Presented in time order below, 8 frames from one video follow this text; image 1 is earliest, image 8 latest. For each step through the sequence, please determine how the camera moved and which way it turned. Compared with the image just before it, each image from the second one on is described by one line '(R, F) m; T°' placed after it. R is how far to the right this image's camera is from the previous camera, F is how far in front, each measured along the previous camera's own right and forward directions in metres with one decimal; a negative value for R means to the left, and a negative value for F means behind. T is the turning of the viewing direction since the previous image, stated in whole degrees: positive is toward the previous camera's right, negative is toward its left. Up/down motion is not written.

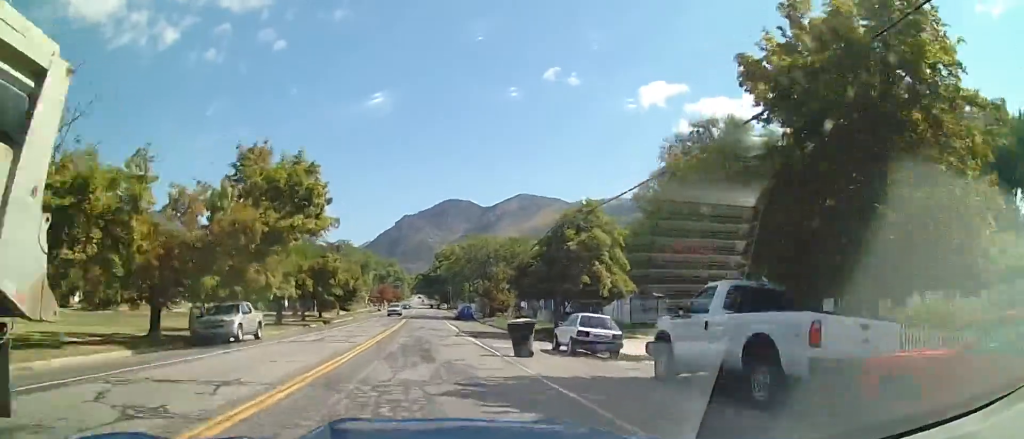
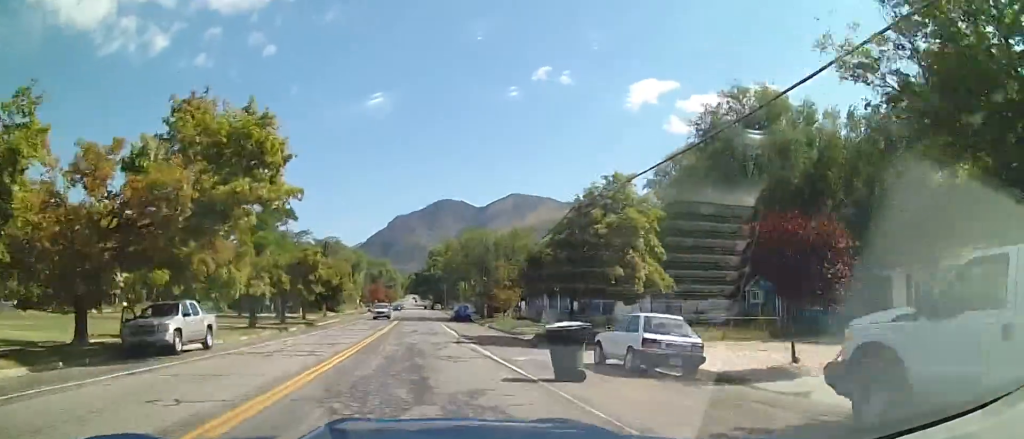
(0.0, +7.3) m; 0°
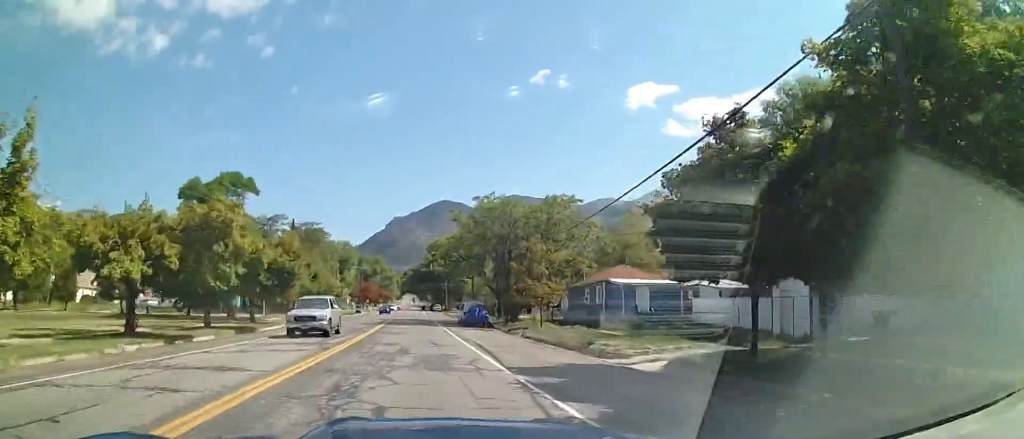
(0.0, +23.7) m; 0°
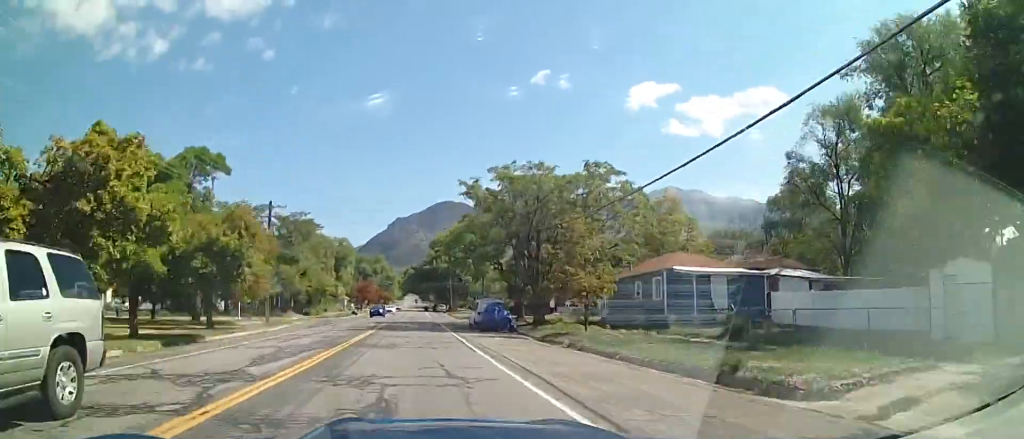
(0.0, +12.7) m; -1°
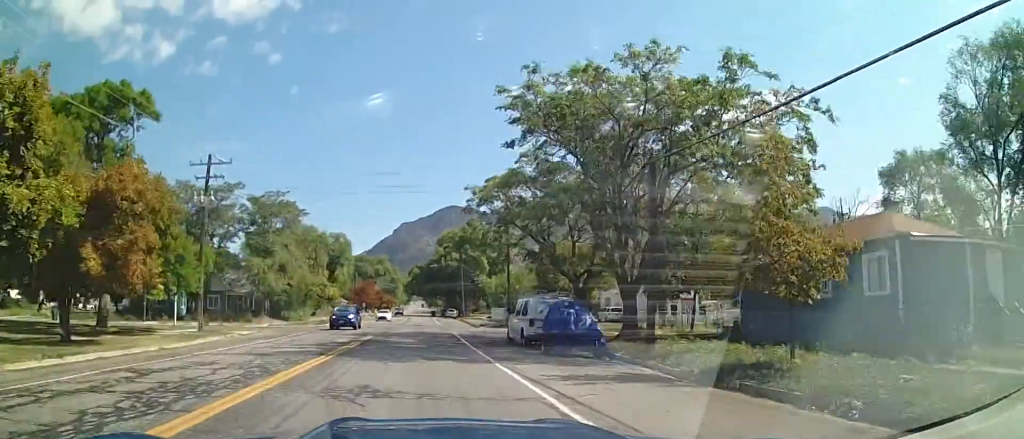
(-0.4, +20.4) m; -1°
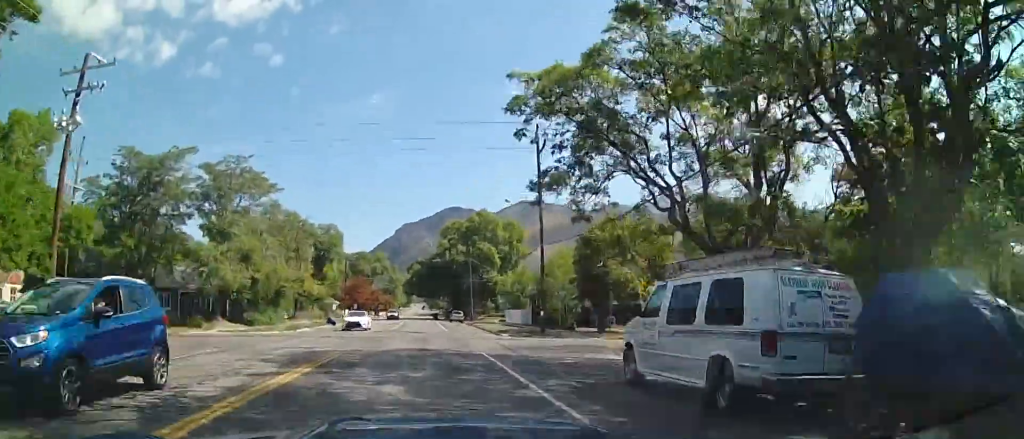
(+0.1, +18.2) m; 0°
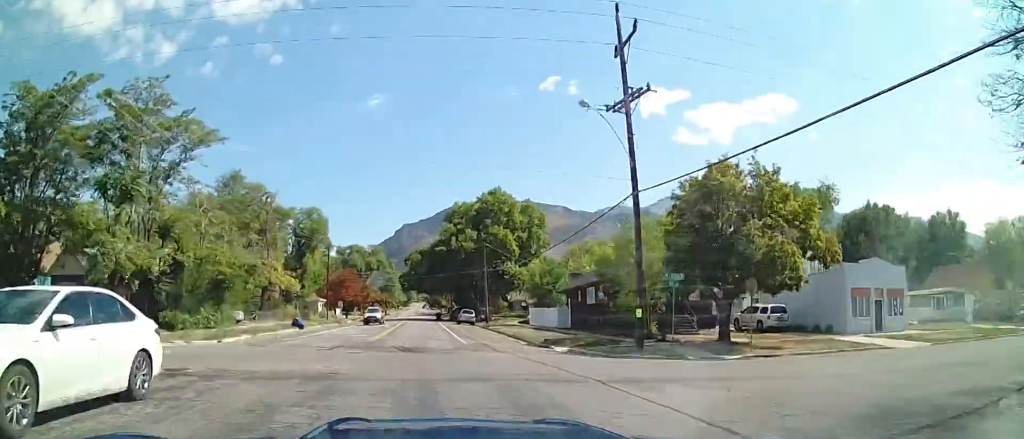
(-0.3, +21.6) m; -2°
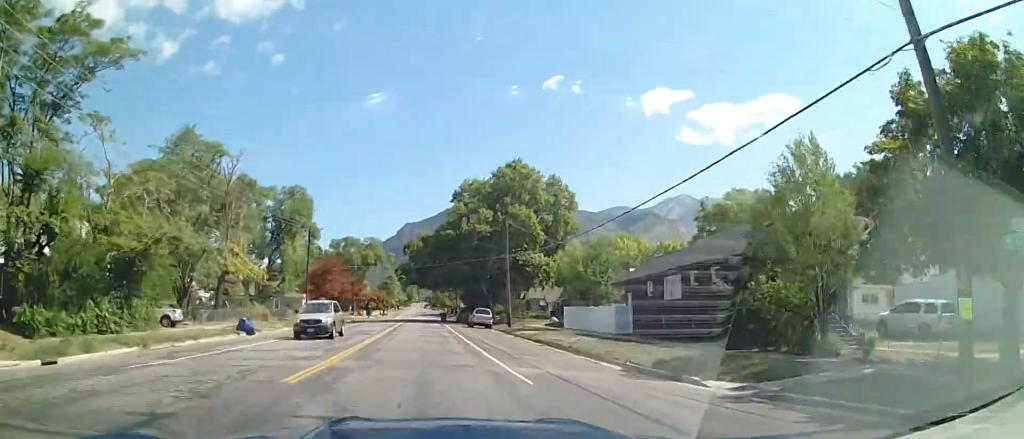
(-0.1, +18.6) m; -3°
